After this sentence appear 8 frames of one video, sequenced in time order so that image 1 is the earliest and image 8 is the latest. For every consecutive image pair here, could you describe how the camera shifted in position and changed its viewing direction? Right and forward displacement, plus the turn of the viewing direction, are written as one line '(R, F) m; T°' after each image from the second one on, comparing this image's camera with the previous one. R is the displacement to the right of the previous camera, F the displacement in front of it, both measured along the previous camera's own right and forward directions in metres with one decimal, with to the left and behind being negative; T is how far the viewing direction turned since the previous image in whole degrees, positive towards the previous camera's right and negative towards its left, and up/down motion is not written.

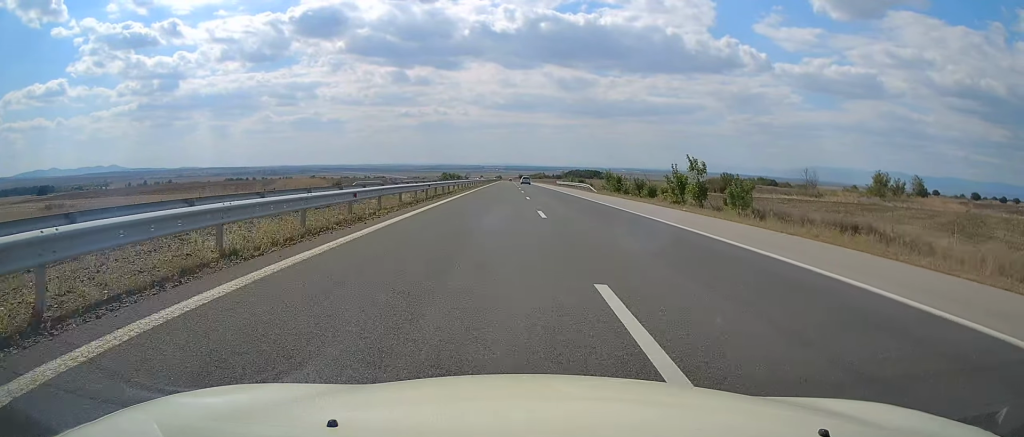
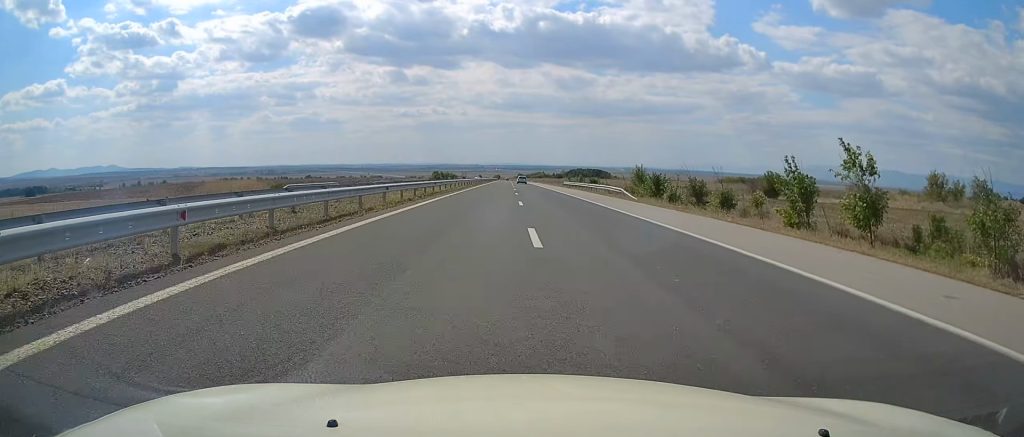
(0.0, +24.3) m; 0°
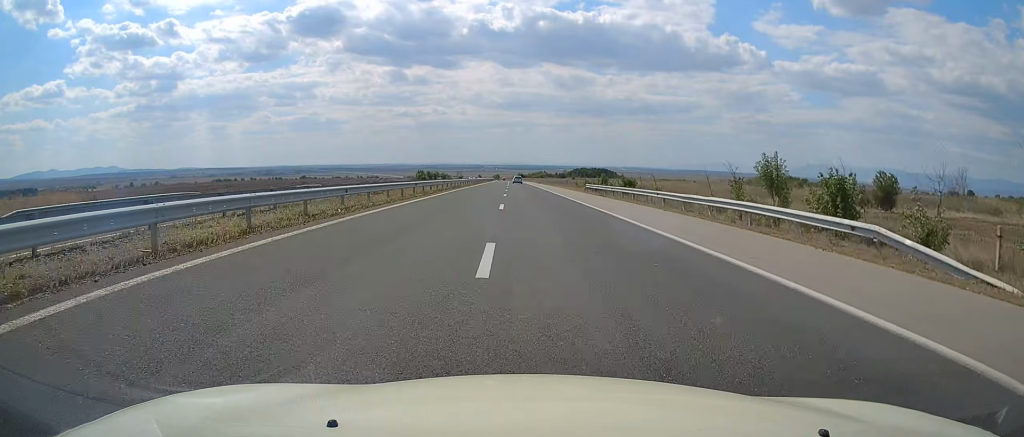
(0.0, +35.3) m; 0°
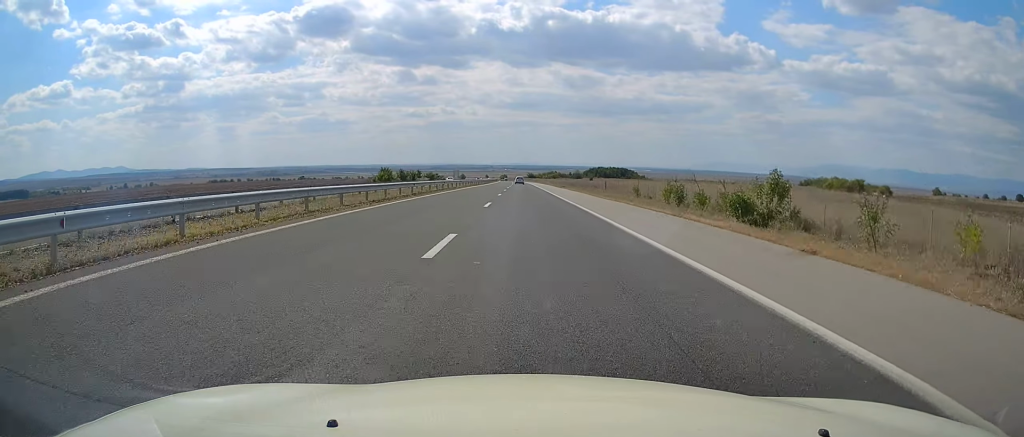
(0.0, +61.6) m; 0°
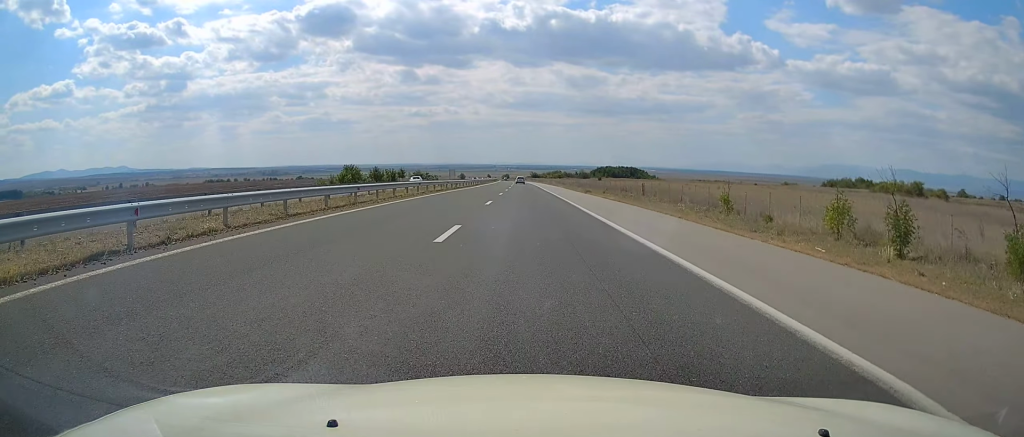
(-0.1, +29.6) m; 0°
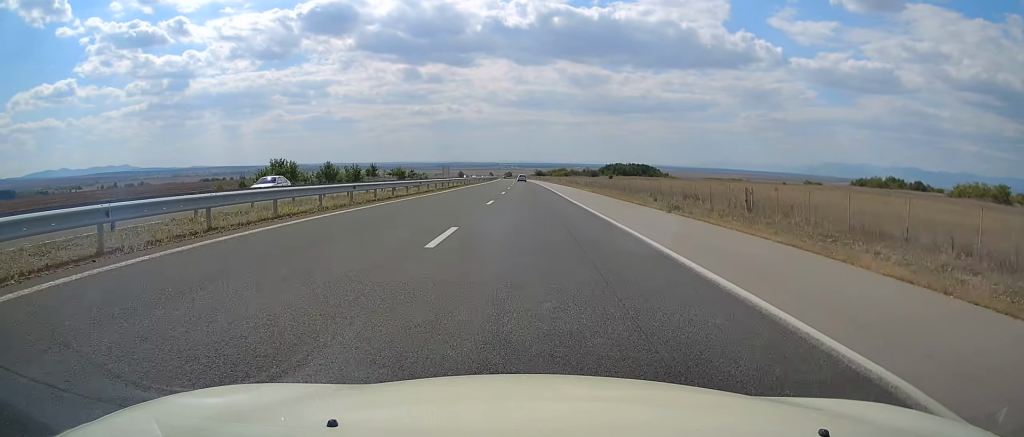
(0.0, +32.8) m; 0°
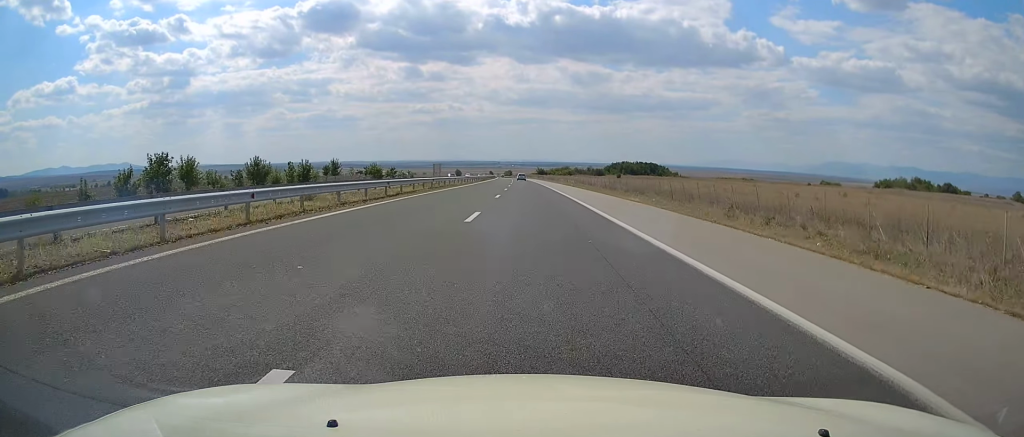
(0.0, +26.2) m; 0°
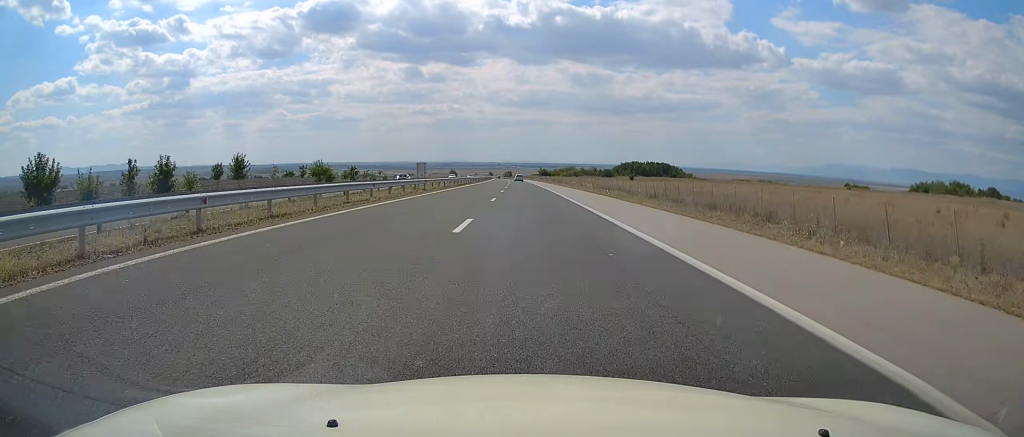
(0.0, +34.6) m; 0°
